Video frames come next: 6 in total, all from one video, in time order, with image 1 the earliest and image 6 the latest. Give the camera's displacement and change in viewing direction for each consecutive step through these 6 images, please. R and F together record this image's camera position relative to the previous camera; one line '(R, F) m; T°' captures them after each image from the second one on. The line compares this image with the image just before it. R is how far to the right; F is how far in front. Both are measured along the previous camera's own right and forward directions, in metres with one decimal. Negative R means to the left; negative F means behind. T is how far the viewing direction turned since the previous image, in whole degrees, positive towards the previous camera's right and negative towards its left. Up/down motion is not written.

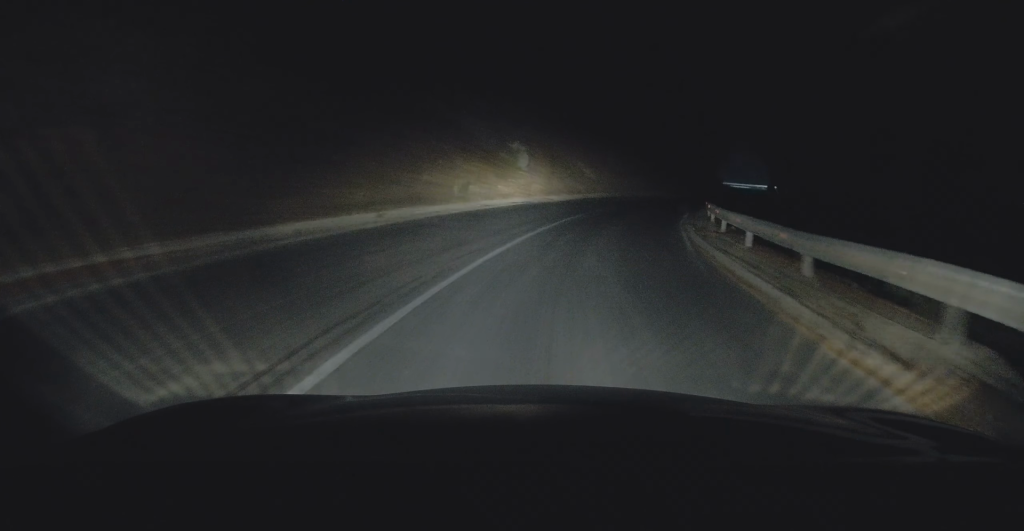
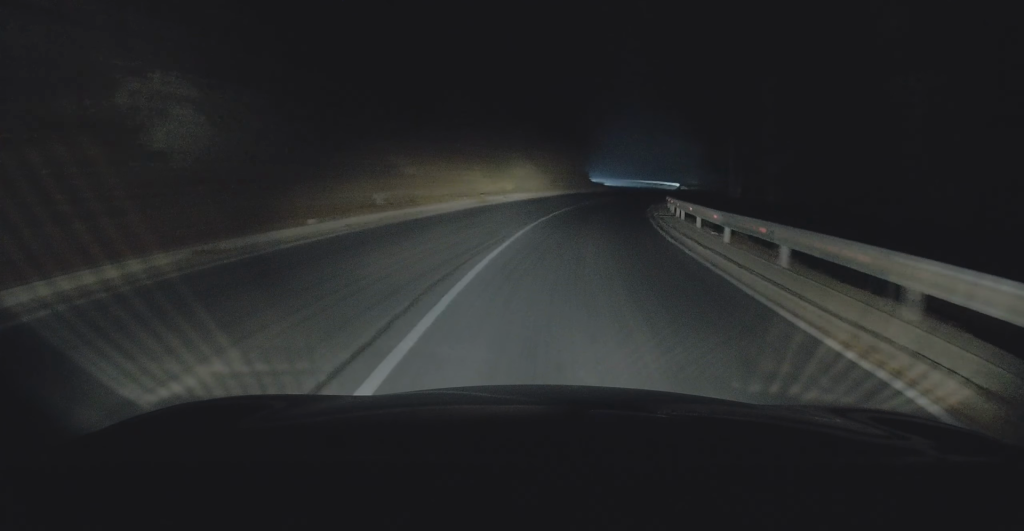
(+2.7, +22.5) m; +11°
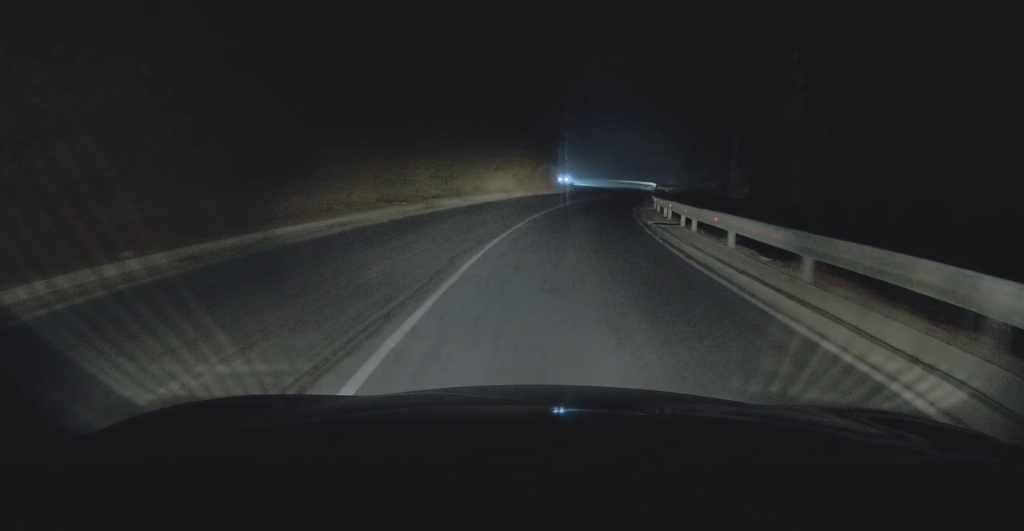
(+0.1, +5.3) m; +2°
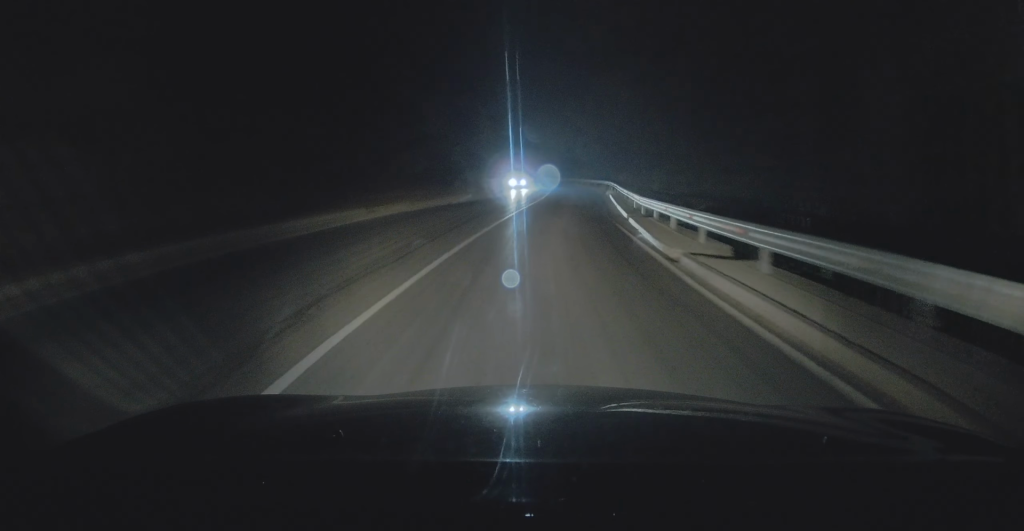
(+1.4, +18.2) m; +9°
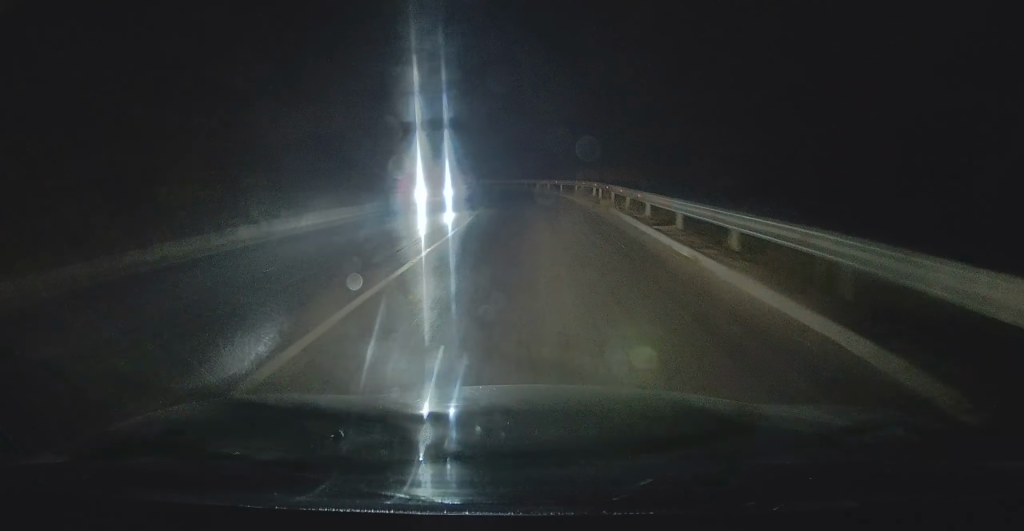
(+1.5, +20.9) m; +6°
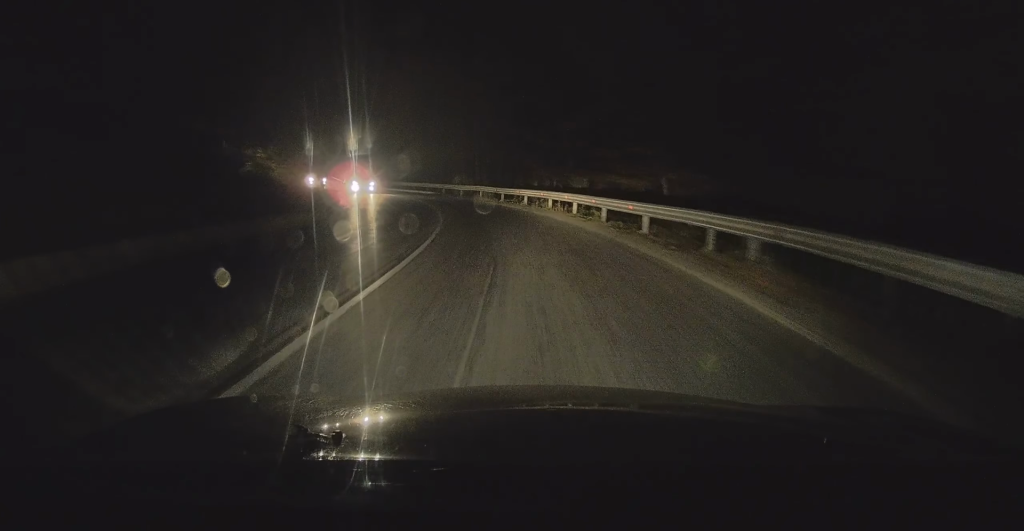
(+0.9, +24.8) m; +6°
